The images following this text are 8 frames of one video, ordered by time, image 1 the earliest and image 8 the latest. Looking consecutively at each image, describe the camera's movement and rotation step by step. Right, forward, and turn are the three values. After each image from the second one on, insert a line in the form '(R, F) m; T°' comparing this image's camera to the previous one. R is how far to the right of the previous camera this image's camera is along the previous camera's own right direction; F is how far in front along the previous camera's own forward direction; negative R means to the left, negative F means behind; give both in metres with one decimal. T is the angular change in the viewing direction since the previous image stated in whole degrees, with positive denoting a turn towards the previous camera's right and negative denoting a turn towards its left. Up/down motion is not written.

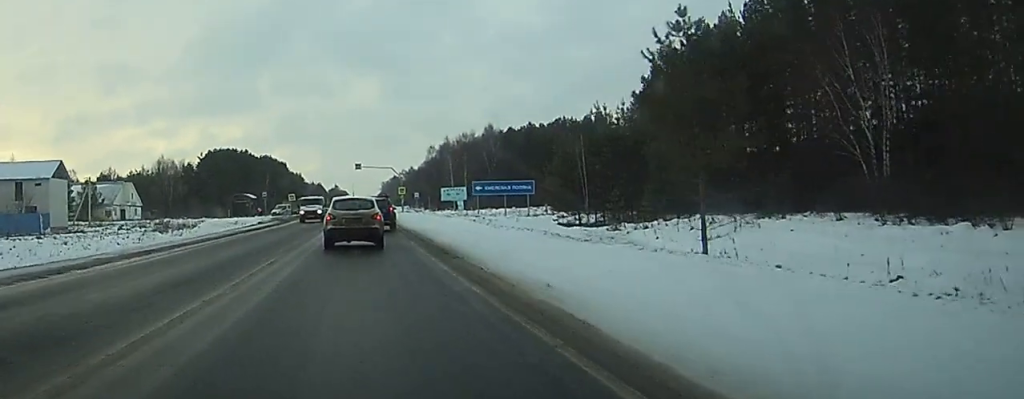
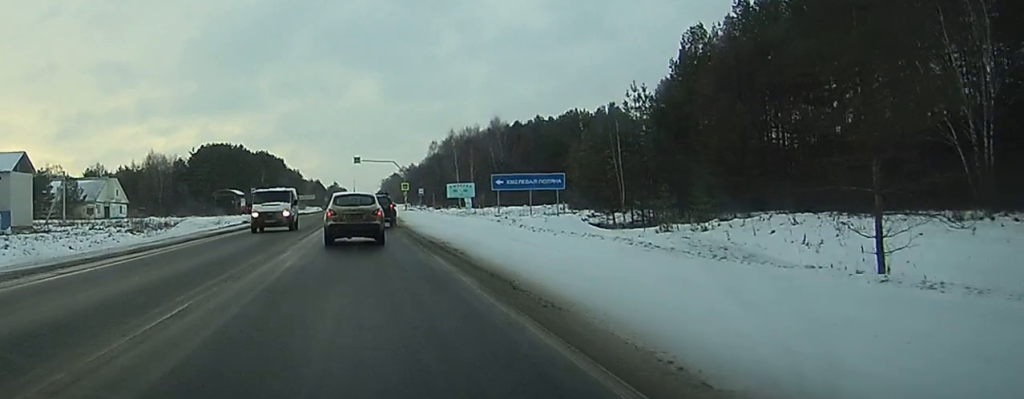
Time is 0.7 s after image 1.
(0.0, +11.2) m; 0°
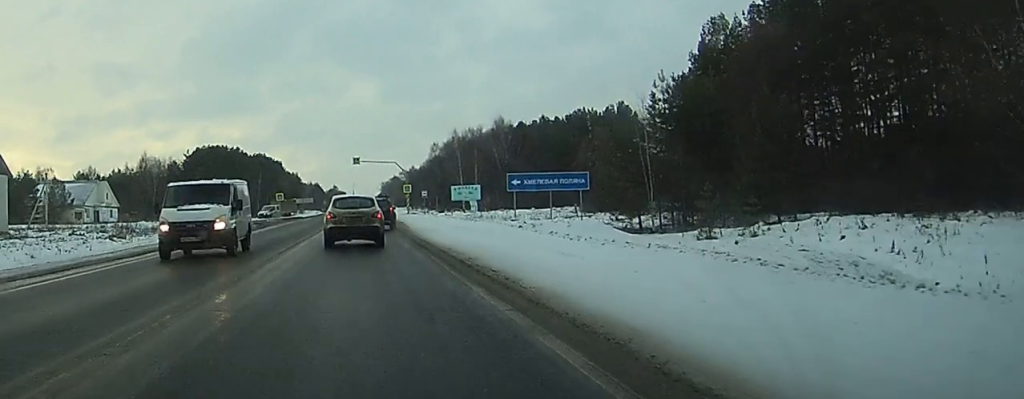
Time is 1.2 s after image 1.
(0.0, +6.6) m; 0°
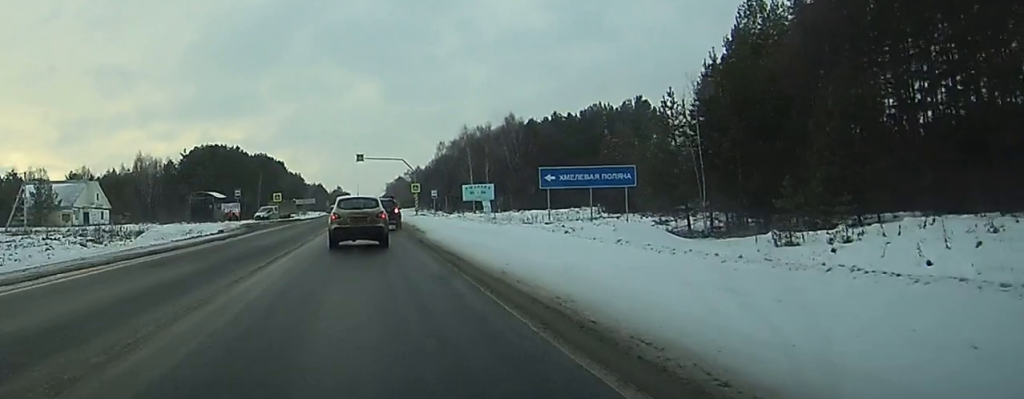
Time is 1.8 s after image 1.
(0.0, +8.9) m; 0°
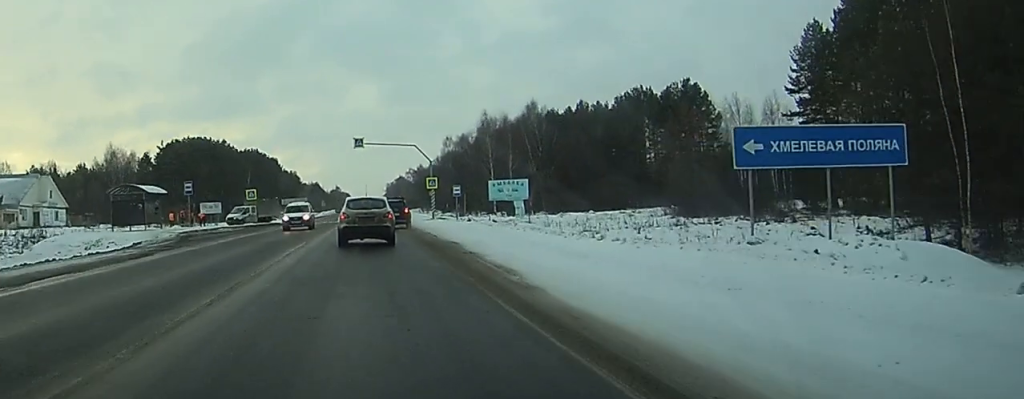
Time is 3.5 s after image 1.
(-0.1, +24.9) m; 0°
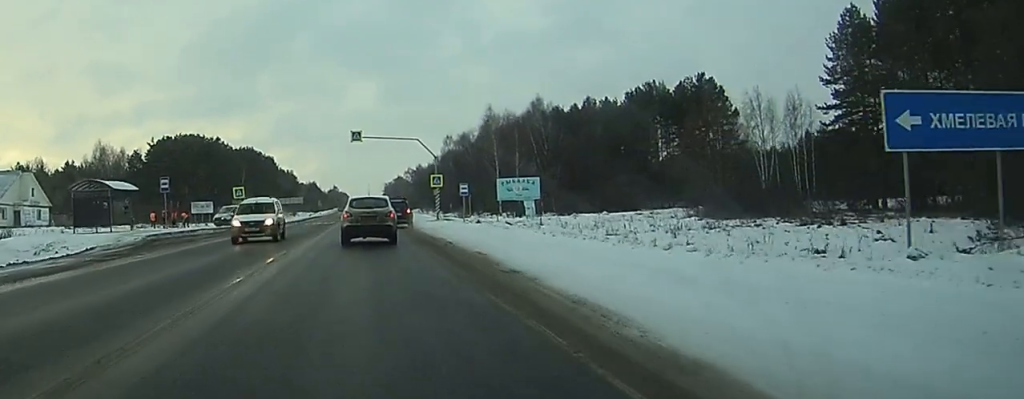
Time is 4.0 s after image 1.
(0.0, +6.9) m; 0°
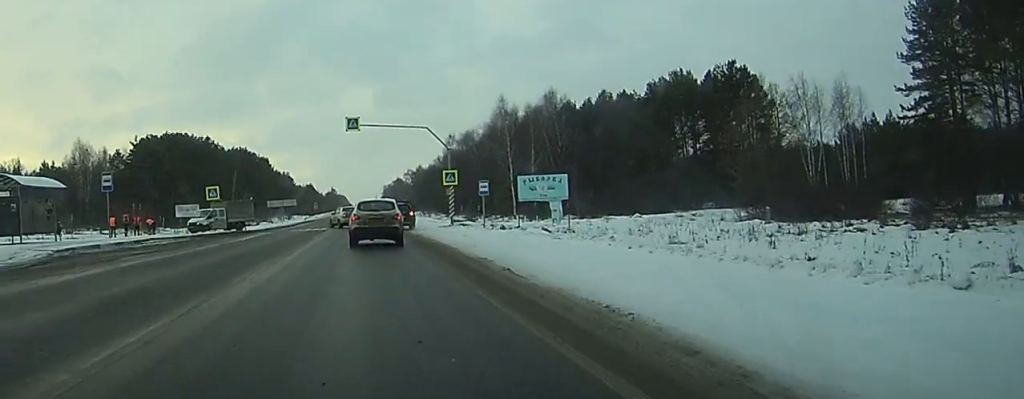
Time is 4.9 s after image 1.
(0.0, +11.8) m; 0°
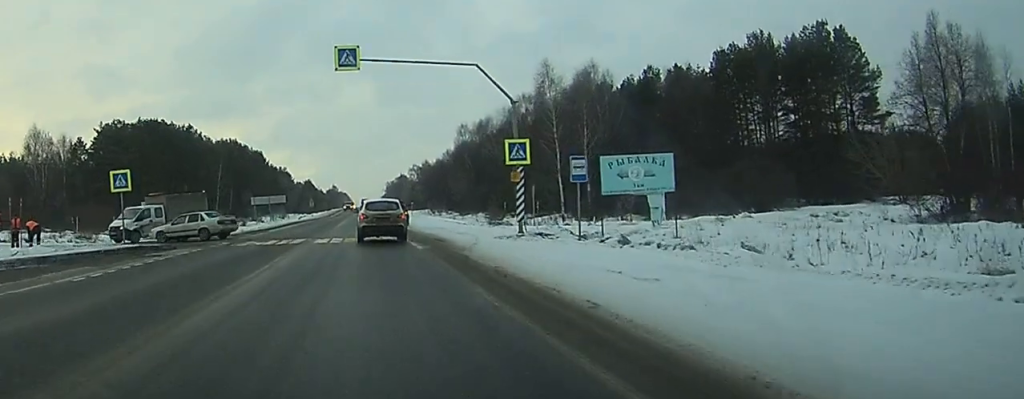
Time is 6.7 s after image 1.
(+0.1, +24.6) m; 0°
